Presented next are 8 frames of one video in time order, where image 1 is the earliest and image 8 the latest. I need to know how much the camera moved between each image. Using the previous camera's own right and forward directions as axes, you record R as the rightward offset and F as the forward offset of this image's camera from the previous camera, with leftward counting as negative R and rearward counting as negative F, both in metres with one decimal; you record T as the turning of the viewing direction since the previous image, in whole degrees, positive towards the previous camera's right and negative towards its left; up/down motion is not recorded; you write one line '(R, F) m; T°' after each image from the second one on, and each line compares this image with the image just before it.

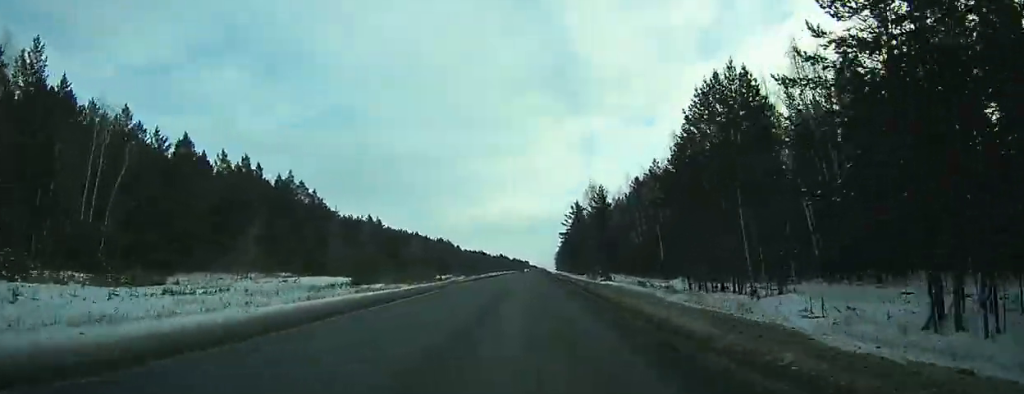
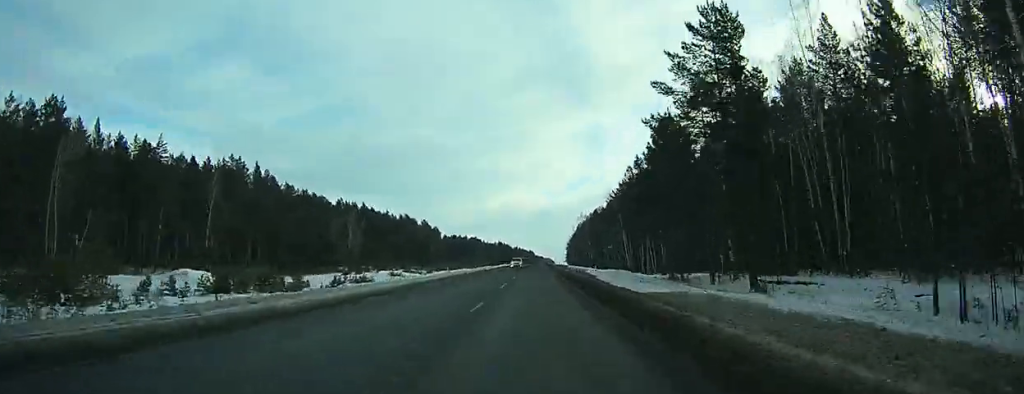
(+0.2, +92.7) m; 0°
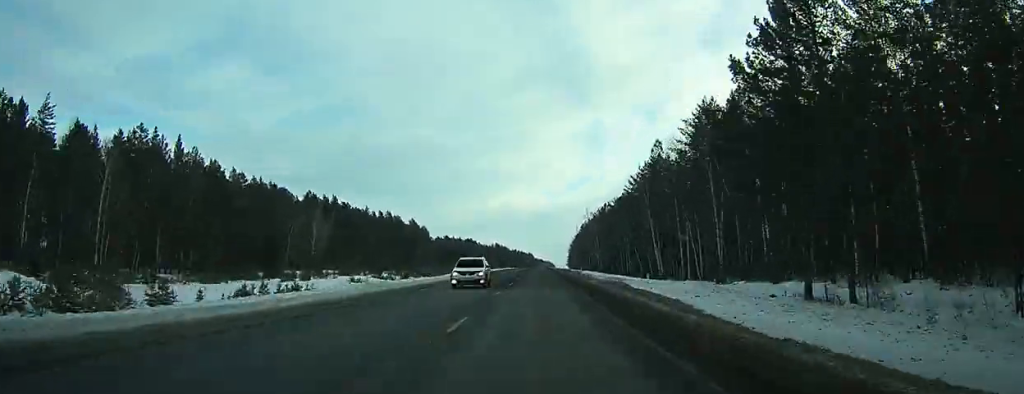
(0.0, +26.0) m; 0°
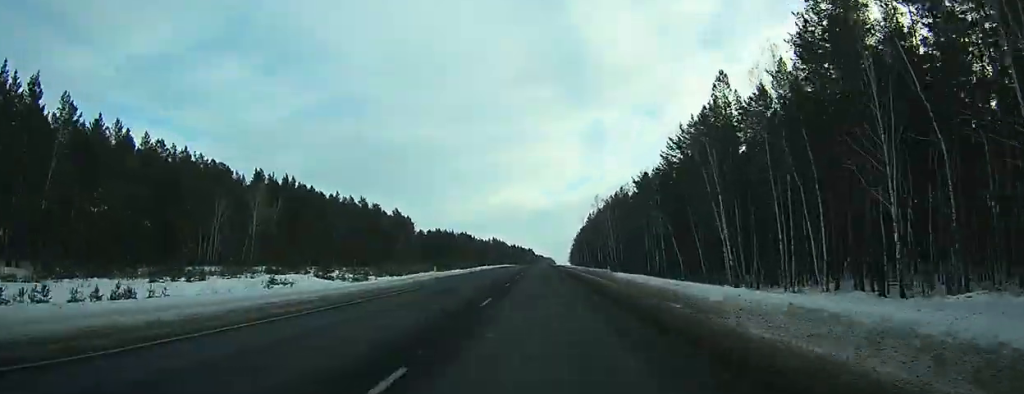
(0.0, +30.2) m; 0°
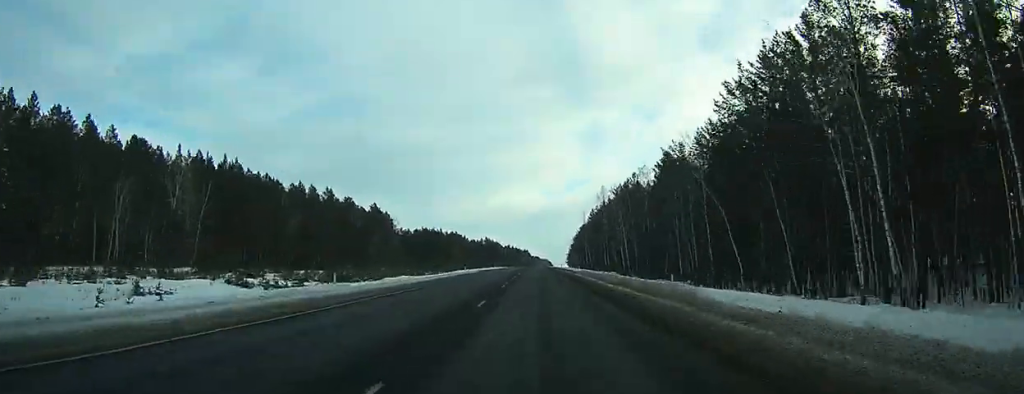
(+0.1, +25.1) m; 0°
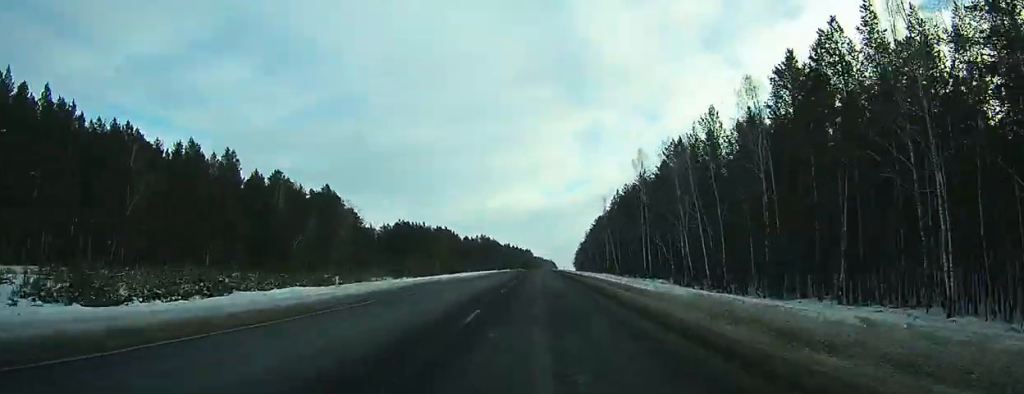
(0.0, +52.2) m; 0°
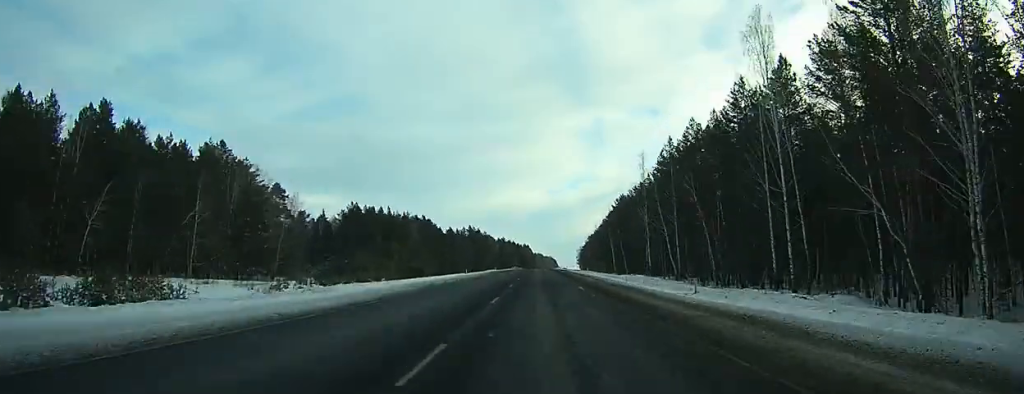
(-0.1, +53.6) m; 0°
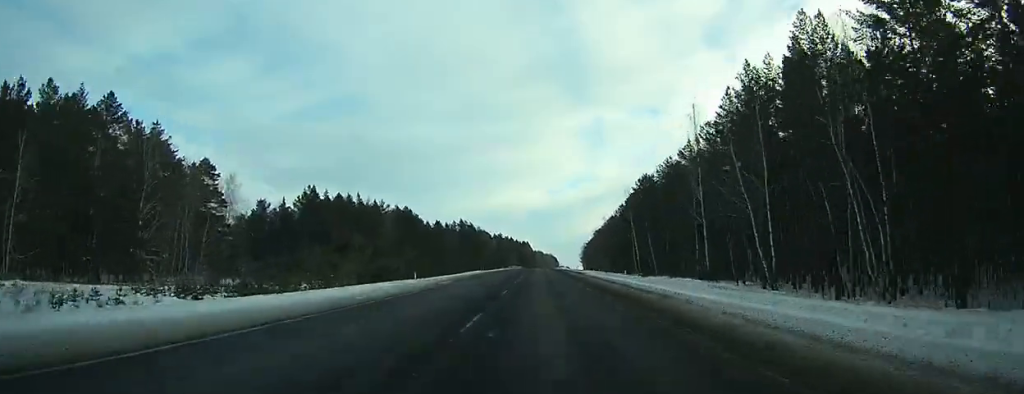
(+0.1, +30.8) m; 0°
